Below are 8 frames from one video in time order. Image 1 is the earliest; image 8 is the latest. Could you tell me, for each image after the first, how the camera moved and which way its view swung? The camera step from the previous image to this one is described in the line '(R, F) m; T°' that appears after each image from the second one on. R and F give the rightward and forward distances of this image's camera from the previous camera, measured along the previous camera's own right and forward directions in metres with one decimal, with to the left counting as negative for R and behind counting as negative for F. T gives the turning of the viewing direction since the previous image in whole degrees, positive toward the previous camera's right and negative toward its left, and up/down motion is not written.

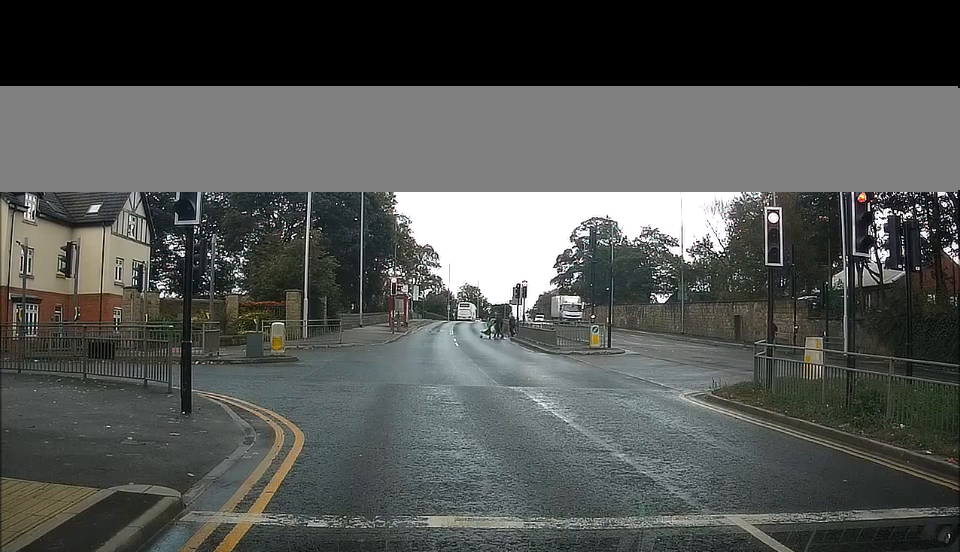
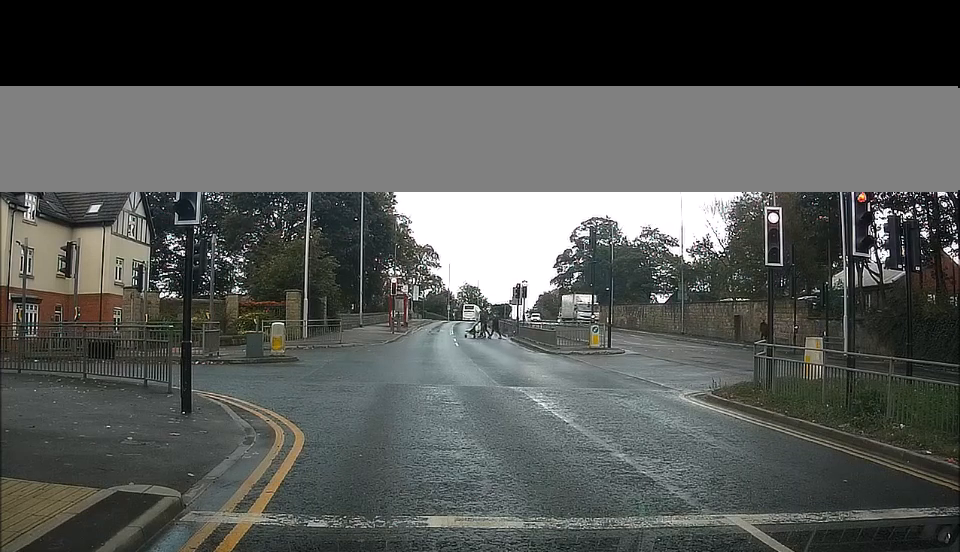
(0.0, 0.0) m; 0°
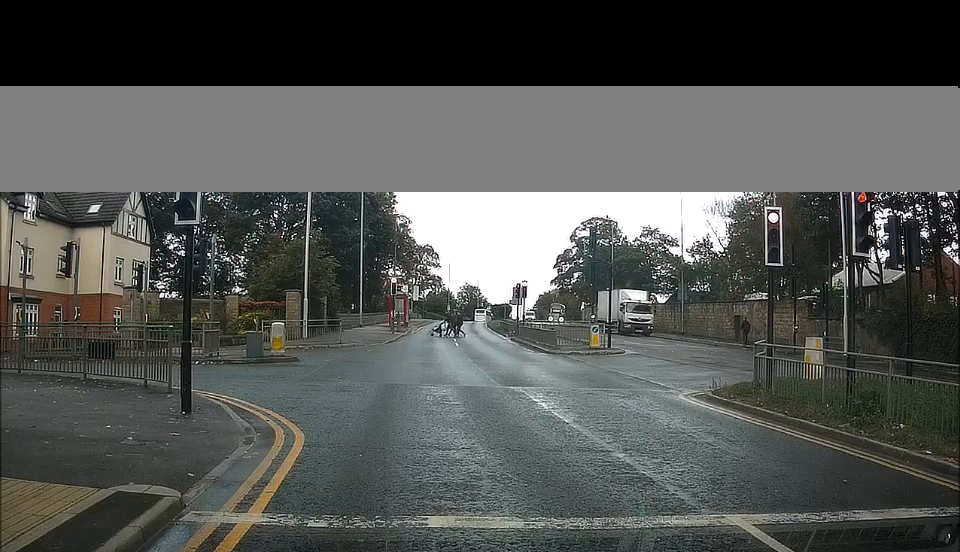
(0.0, 0.0) m; 0°
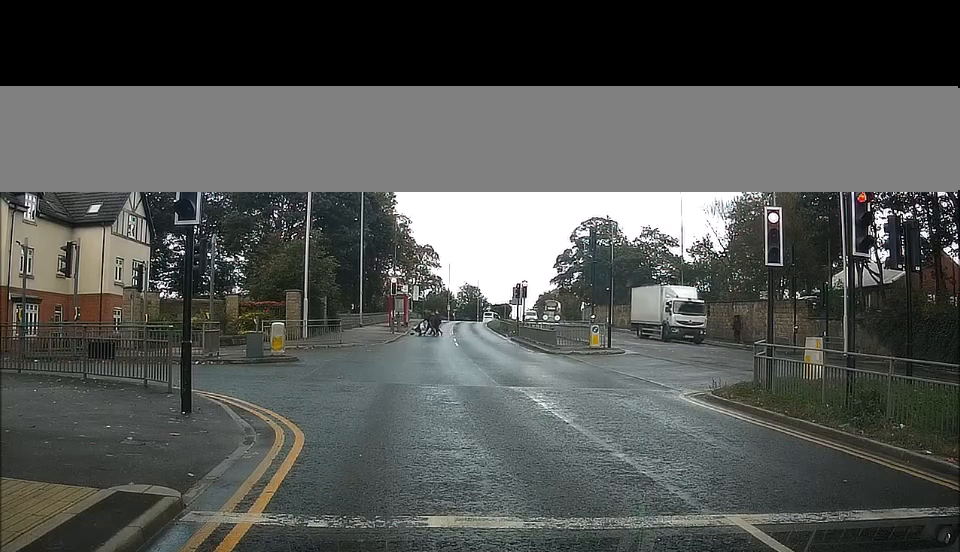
(0.0, 0.0) m; 0°
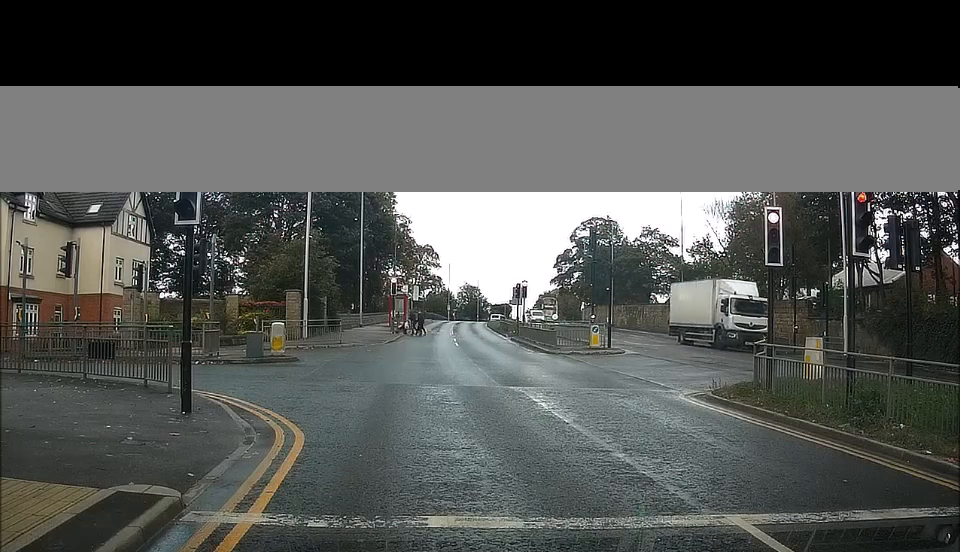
(0.0, 0.0) m; 0°
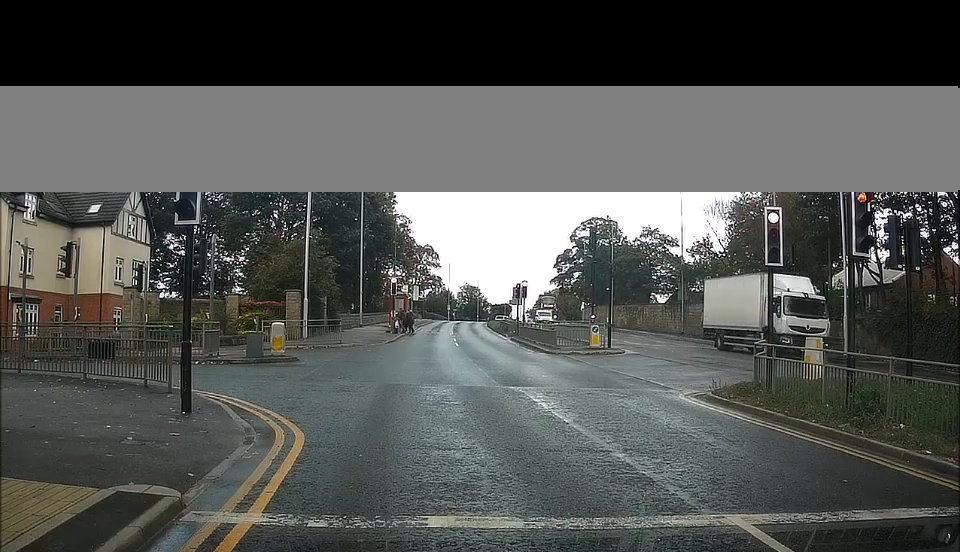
(0.0, 0.0) m; 0°
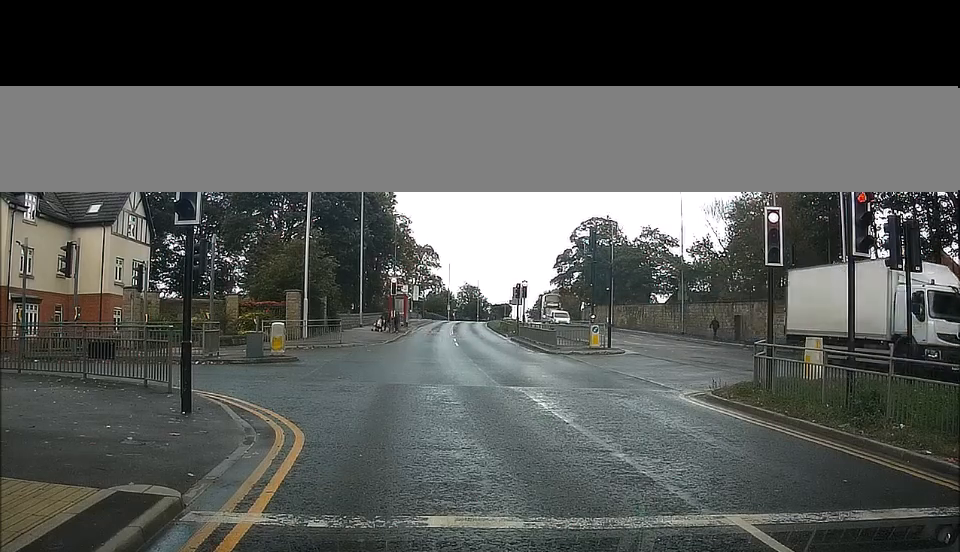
(0.0, 0.0) m; 0°
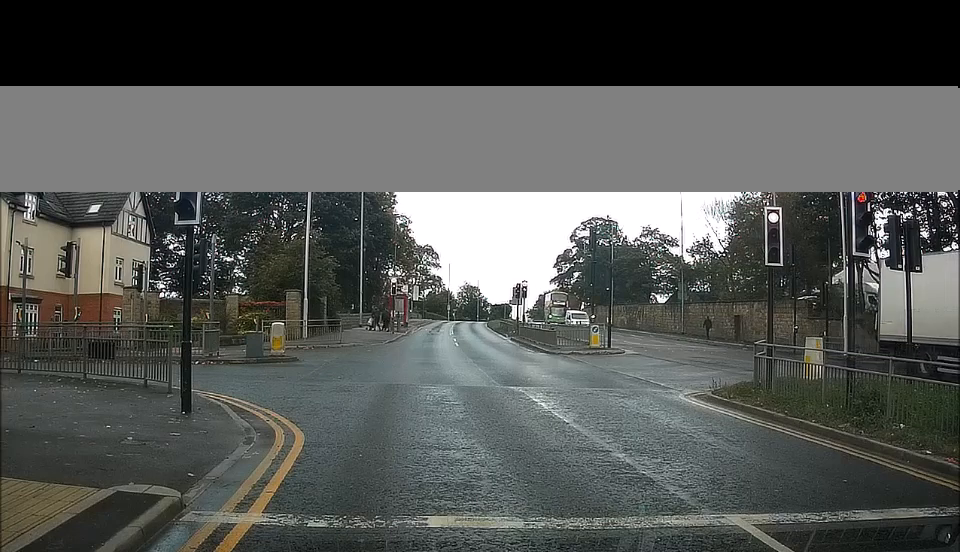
(0.0, 0.0) m; 0°
